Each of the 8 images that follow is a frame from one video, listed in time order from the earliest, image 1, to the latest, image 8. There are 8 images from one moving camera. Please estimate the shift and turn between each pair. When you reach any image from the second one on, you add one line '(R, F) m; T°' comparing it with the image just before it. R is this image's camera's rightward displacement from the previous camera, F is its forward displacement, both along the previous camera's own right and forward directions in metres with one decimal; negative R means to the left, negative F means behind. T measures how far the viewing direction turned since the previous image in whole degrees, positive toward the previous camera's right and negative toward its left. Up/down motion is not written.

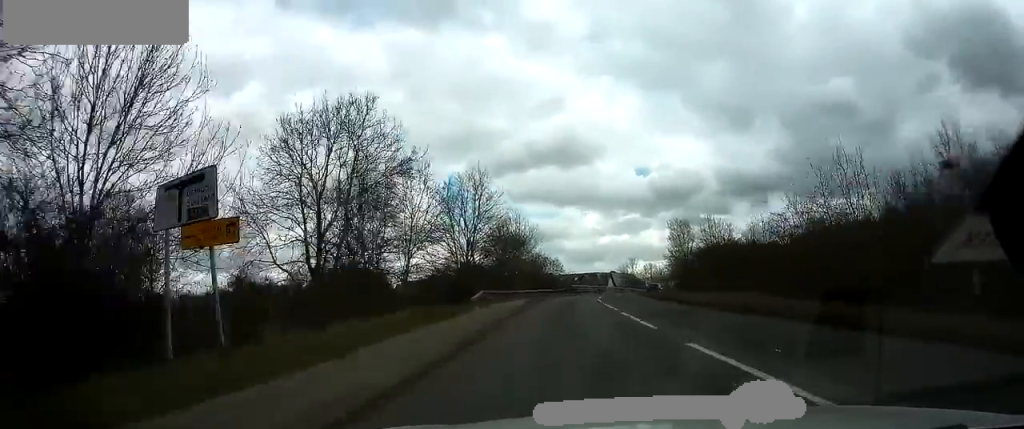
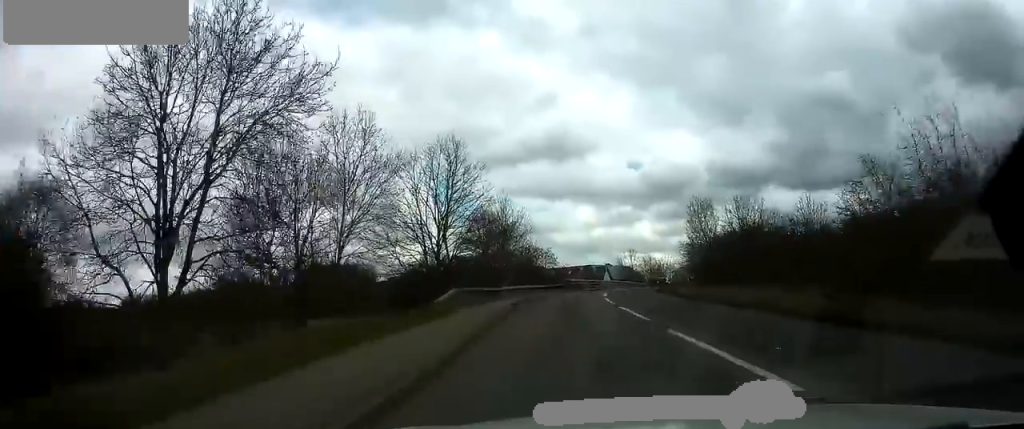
(+0.1, +8.0) m; +1°
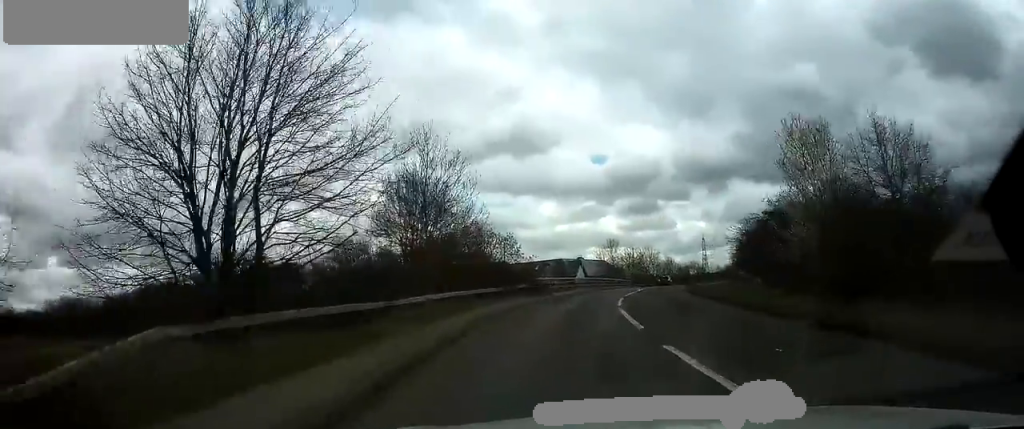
(+0.1, +19.2) m; +2°
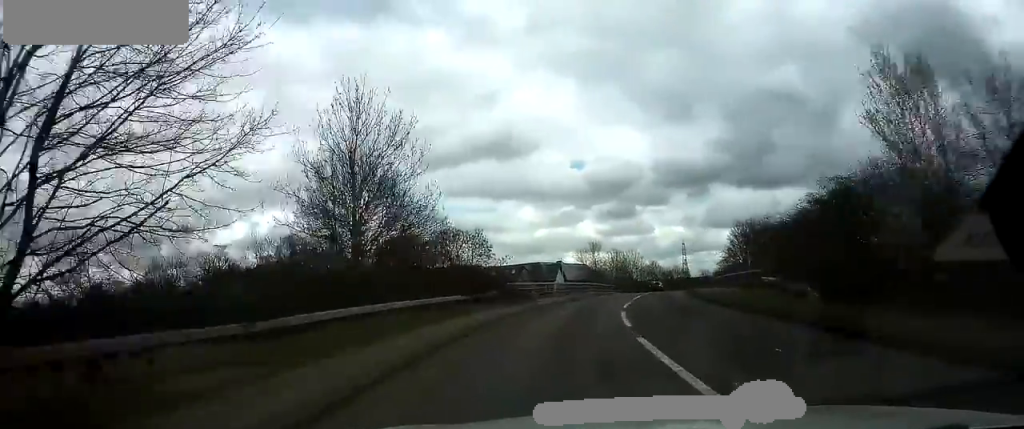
(+0.1, +6.9) m; +1°
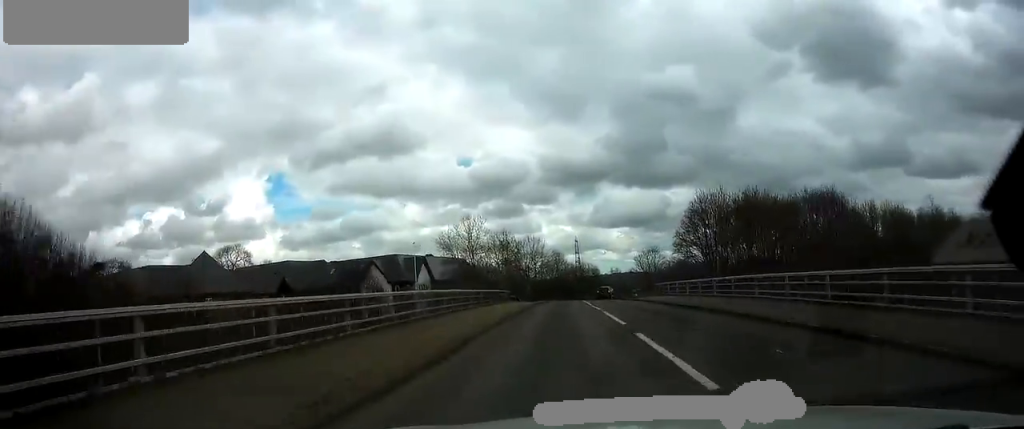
(+3.0, +33.3) m; +10°
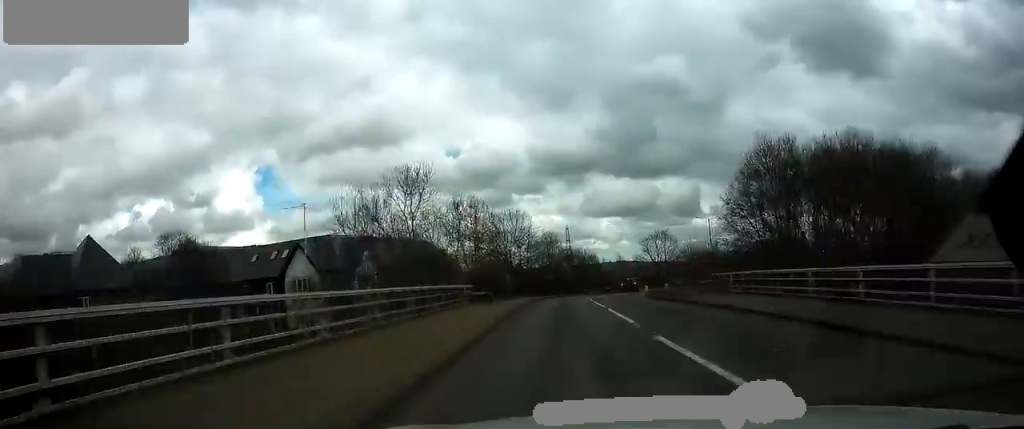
(+0.4, +20.2) m; +3°
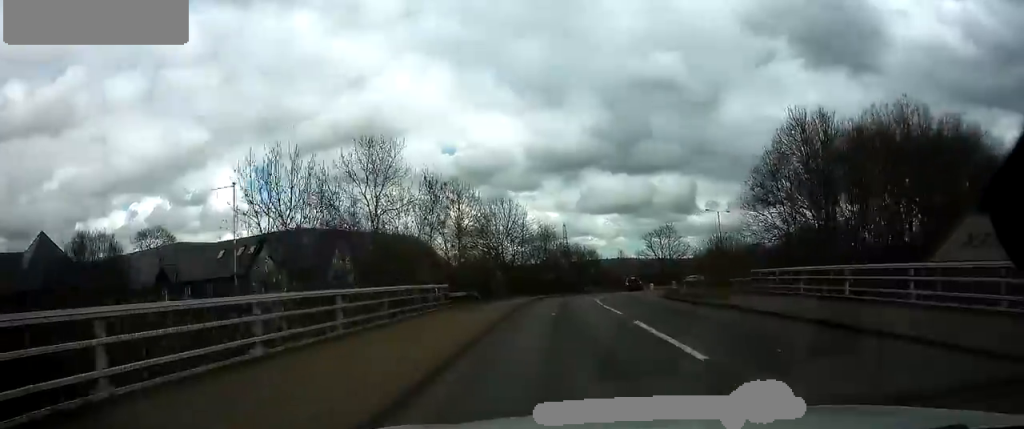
(0.0, +6.3) m; +1°
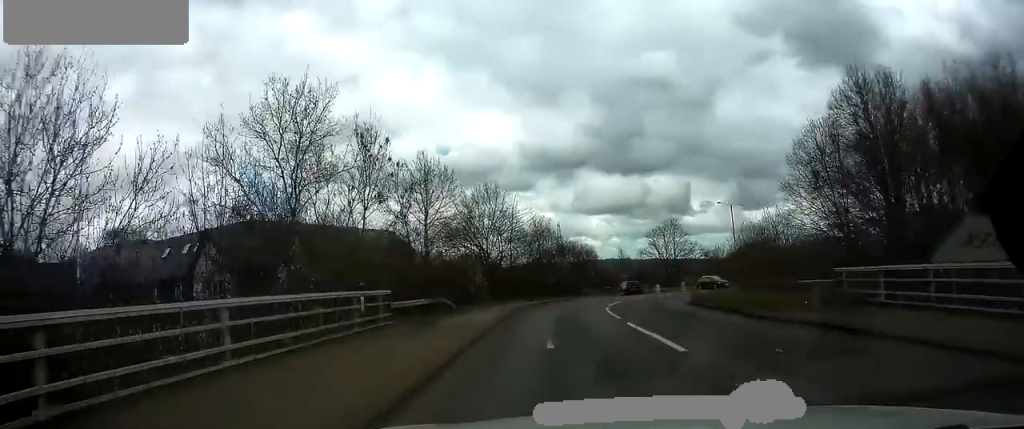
(+0.4, +8.1) m; +2°
